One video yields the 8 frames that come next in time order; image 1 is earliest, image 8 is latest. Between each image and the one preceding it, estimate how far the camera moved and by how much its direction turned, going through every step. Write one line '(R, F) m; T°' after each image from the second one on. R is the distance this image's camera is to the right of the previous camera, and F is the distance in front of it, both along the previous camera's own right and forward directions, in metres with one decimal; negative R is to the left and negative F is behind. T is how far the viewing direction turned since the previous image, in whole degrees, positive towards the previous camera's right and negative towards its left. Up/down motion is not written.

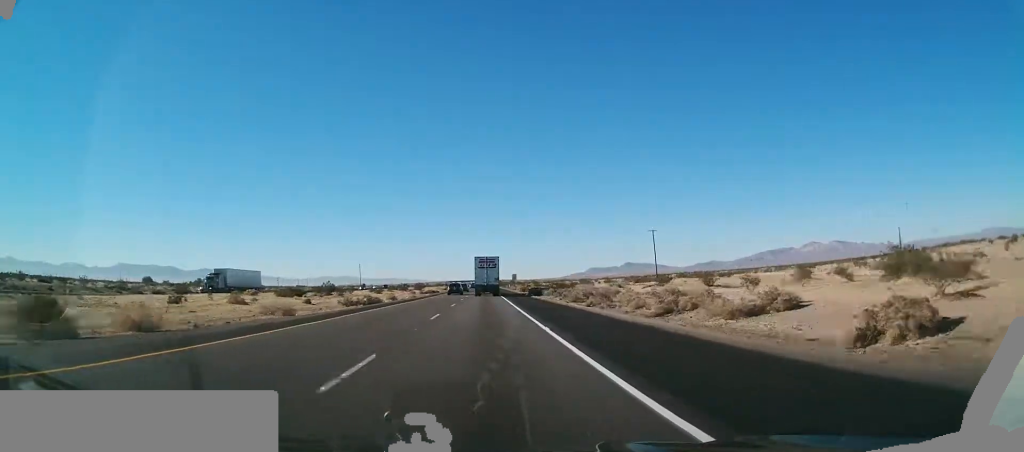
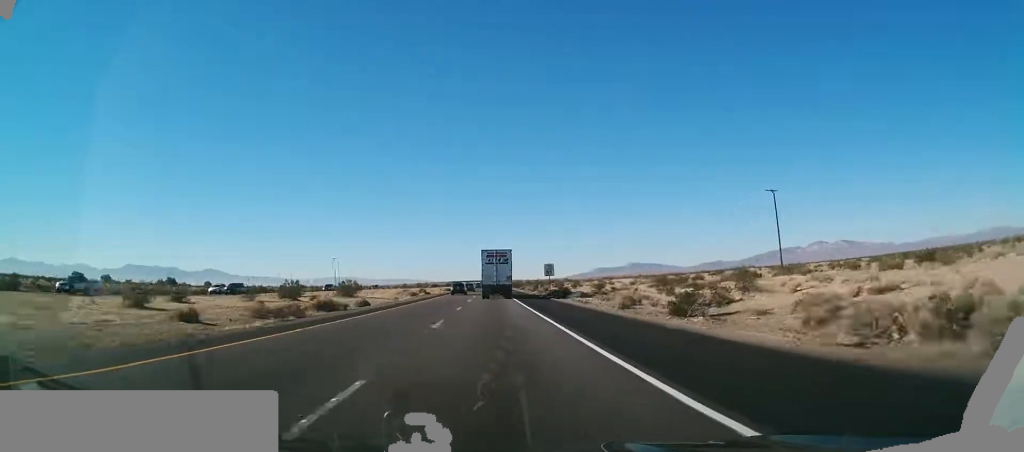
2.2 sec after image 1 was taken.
(-0.1, +76.0) m; 0°
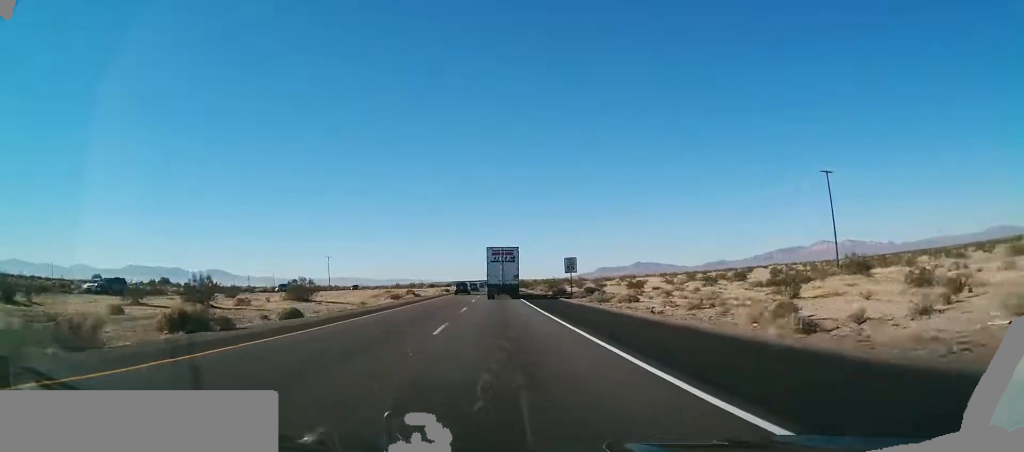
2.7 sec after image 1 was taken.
(0.0, +17.5) m; 0°
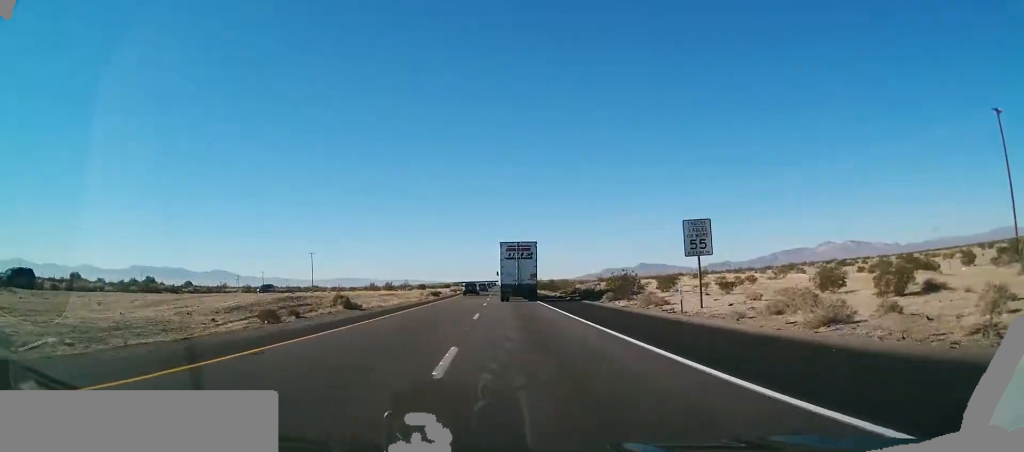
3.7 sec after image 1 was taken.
(-0.1, +36.2) m; 0°
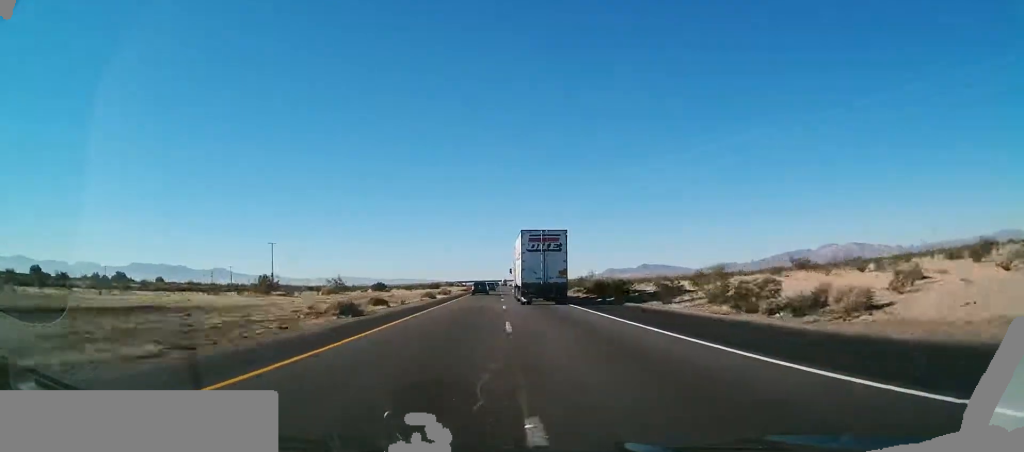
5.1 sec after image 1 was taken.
(+0.2, +50.5) m; 0°
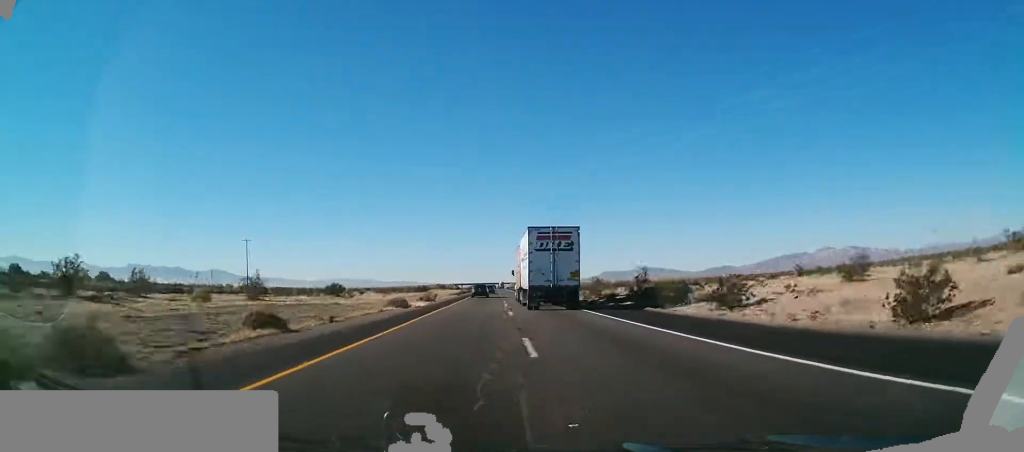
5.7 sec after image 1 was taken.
(-0.1, +20.0) m; 0°
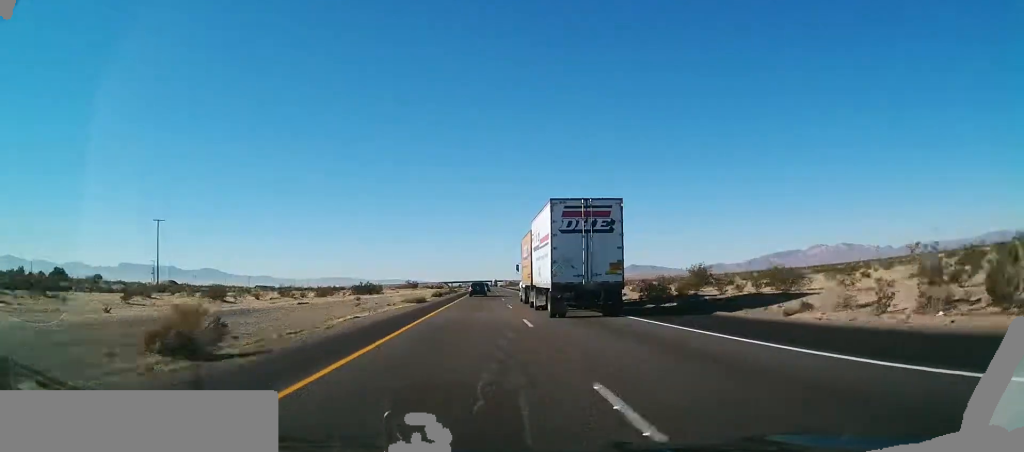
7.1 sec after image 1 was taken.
(0.0, +50.8) m; +1°
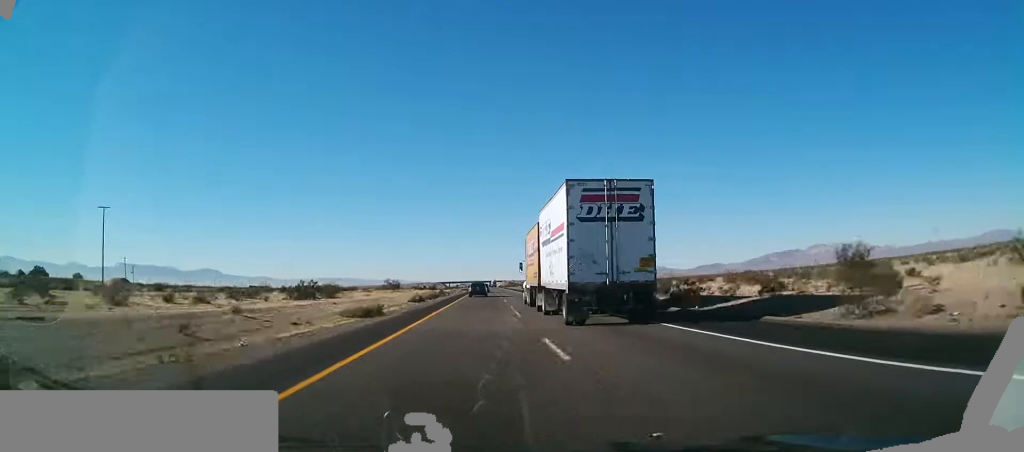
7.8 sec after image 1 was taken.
(+0.1, +22.5) m; 0°
